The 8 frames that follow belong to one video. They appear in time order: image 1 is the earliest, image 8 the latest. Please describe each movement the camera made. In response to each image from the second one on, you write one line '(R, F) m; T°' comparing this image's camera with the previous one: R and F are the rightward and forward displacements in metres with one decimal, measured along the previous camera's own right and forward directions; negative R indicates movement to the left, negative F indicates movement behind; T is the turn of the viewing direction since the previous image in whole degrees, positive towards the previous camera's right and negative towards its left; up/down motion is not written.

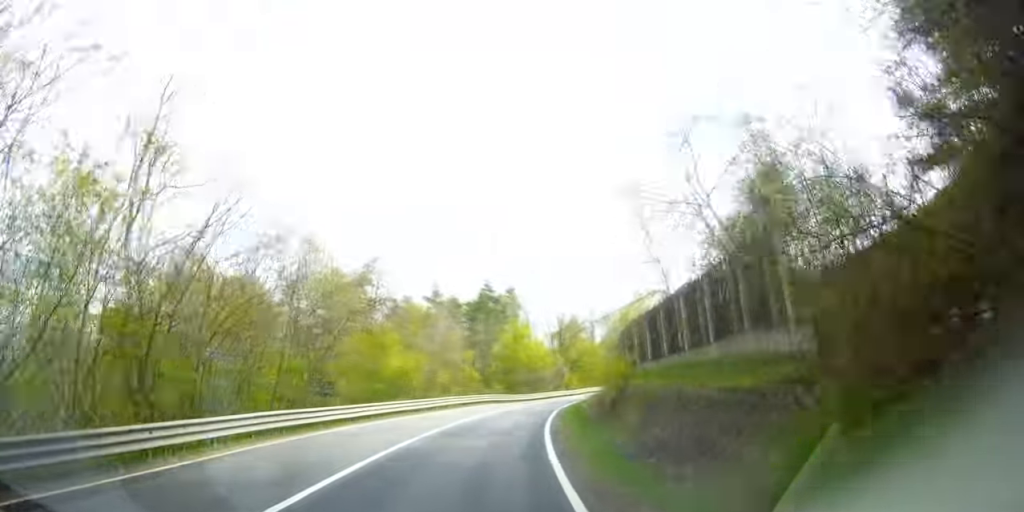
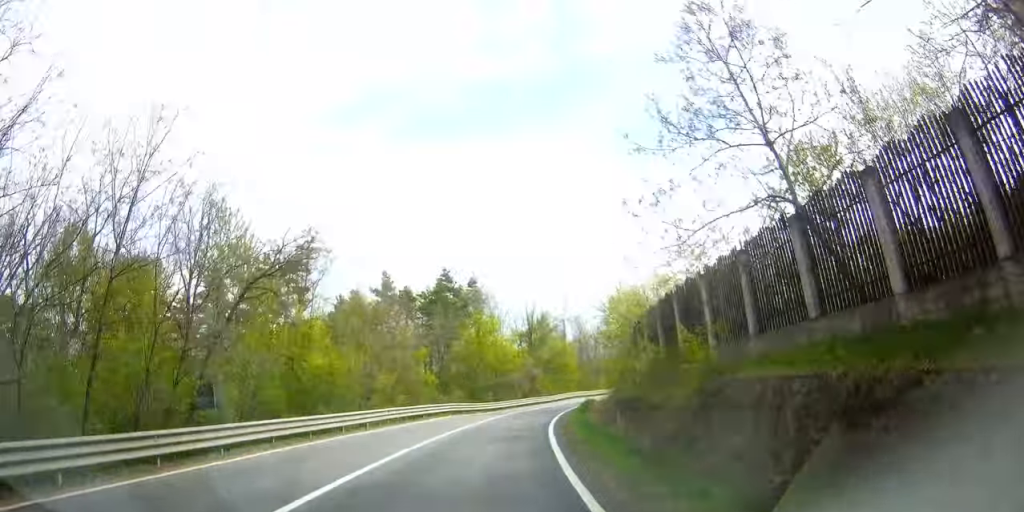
(+0.2, +10.5) m; +2°
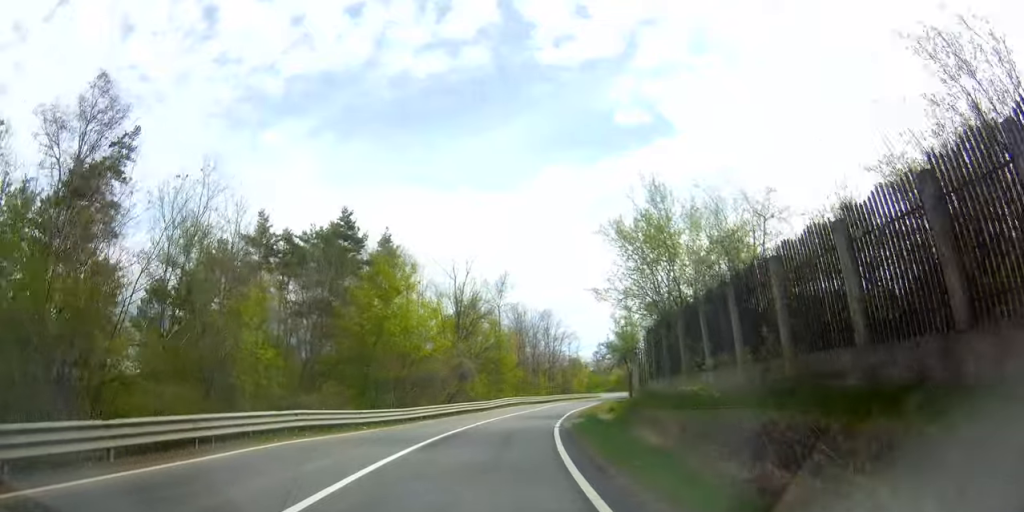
(+0.6, +20.8) m; +3°
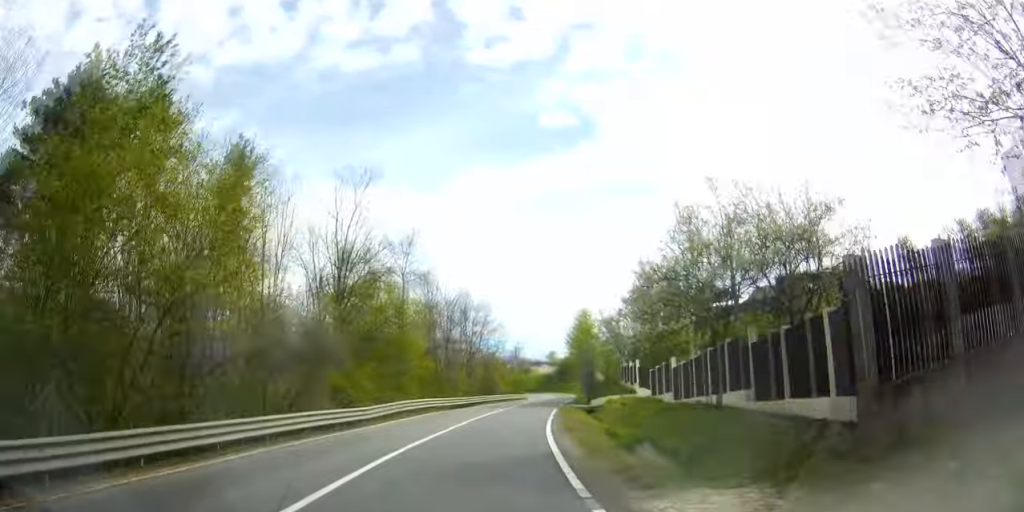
(+0.7, +22.6) m; +6°
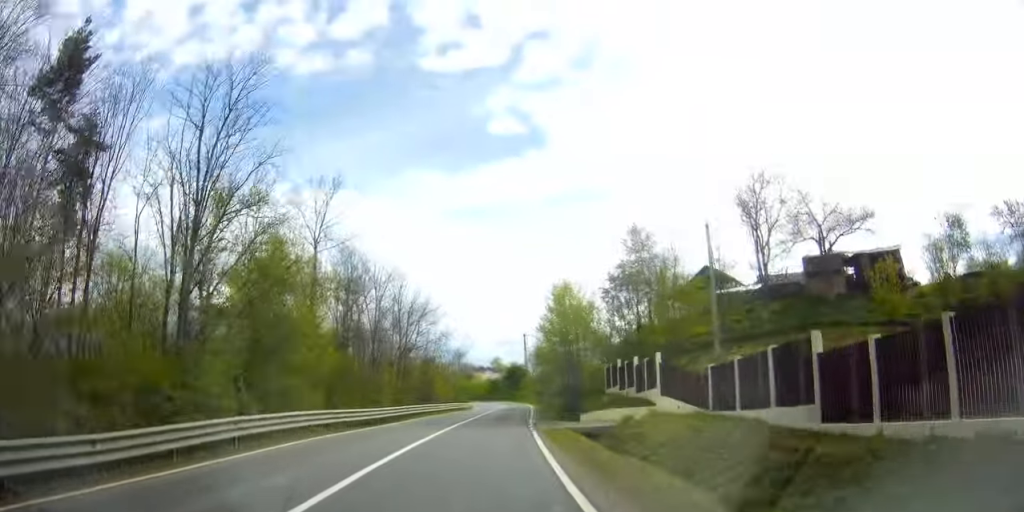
(+0.9, +16.0) m; +7°
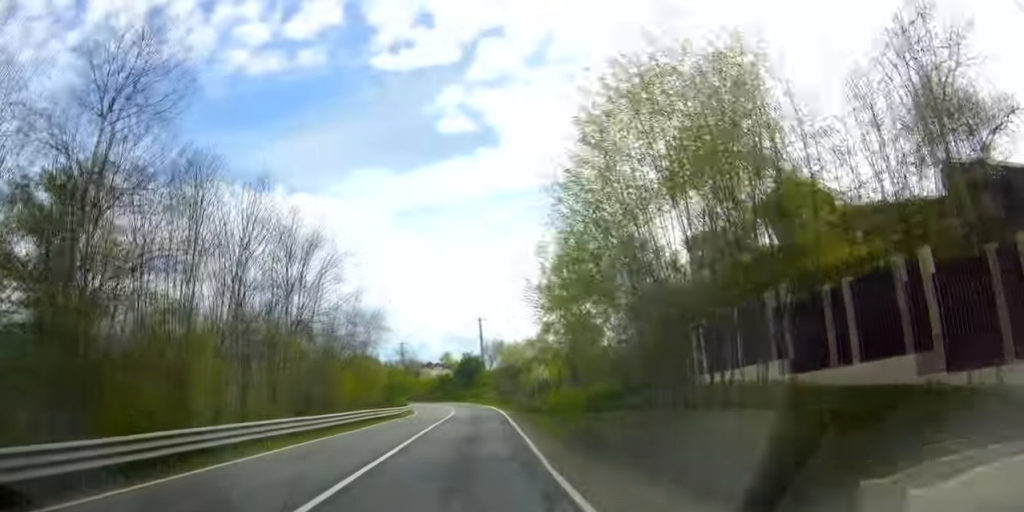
(+2.2, +24.1) m; +10°
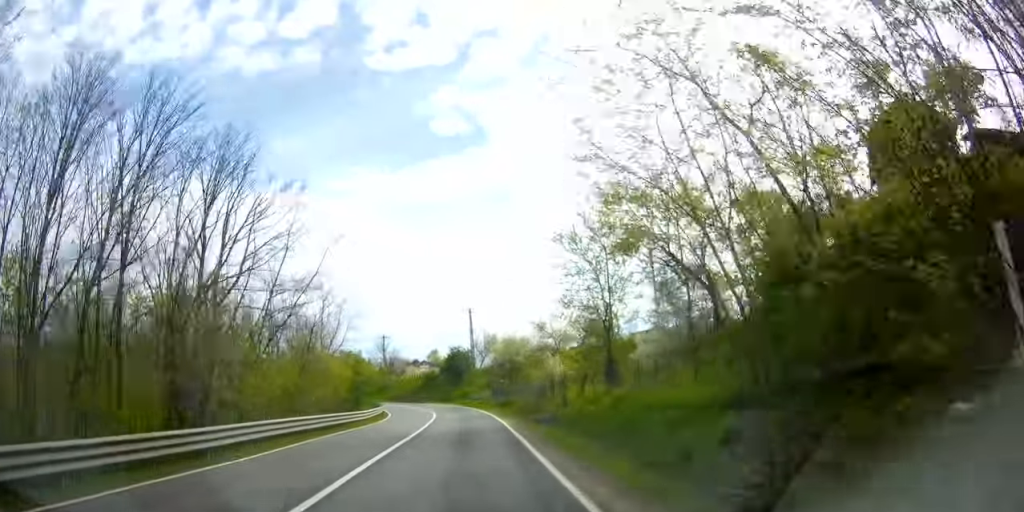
(+0.5, +12.2) m; +4°
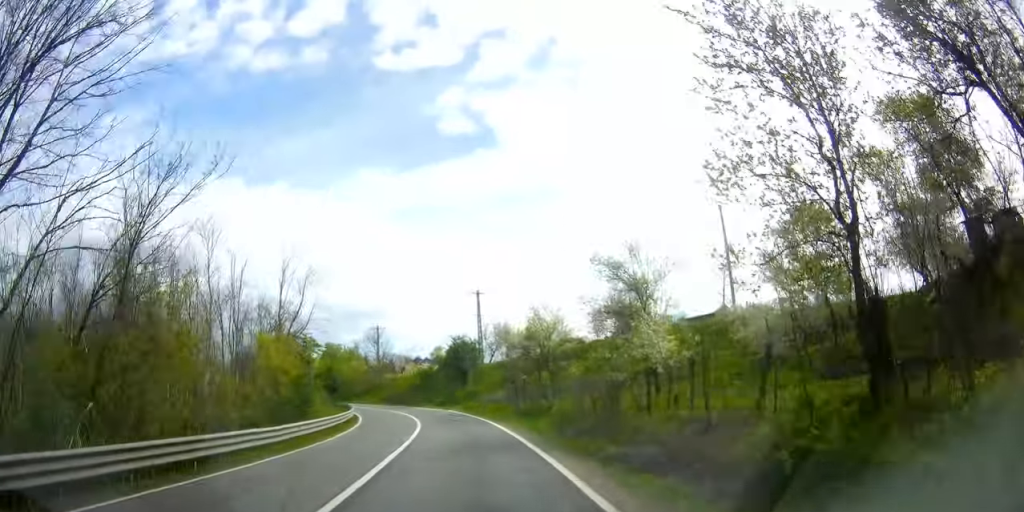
(+0.8, +17.0) m; +5°
